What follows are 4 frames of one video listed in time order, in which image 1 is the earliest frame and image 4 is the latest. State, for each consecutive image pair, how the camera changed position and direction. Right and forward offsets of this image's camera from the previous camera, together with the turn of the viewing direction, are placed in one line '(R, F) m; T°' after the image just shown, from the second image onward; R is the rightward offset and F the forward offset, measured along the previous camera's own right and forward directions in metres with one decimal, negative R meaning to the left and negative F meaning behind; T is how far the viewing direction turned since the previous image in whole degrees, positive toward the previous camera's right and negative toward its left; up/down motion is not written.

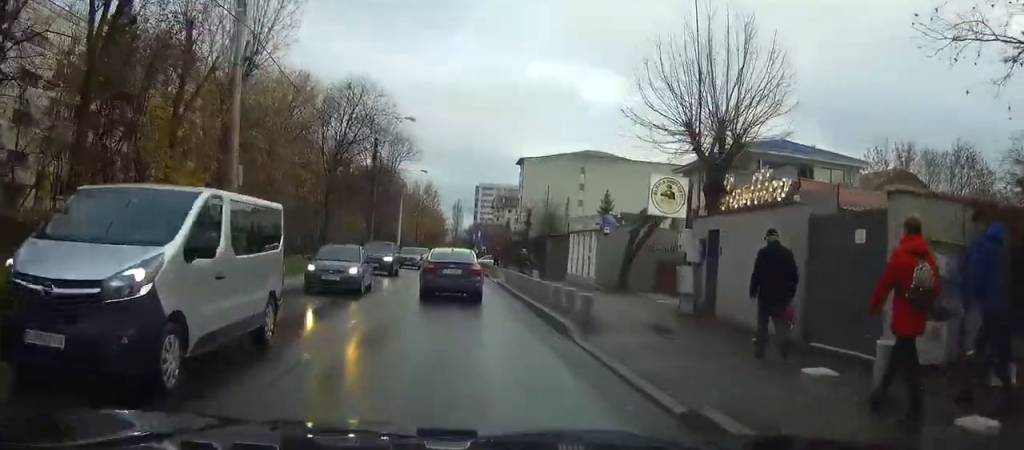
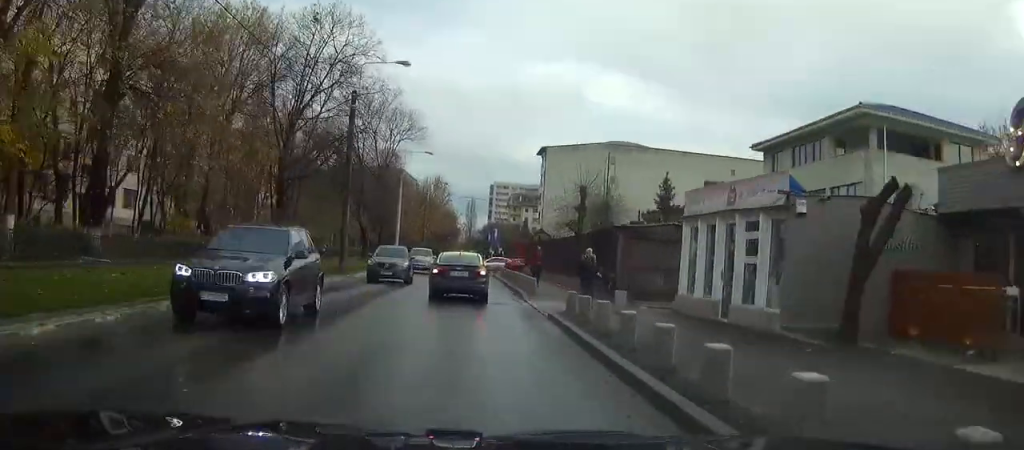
(0.0, +15.0) m; -1°
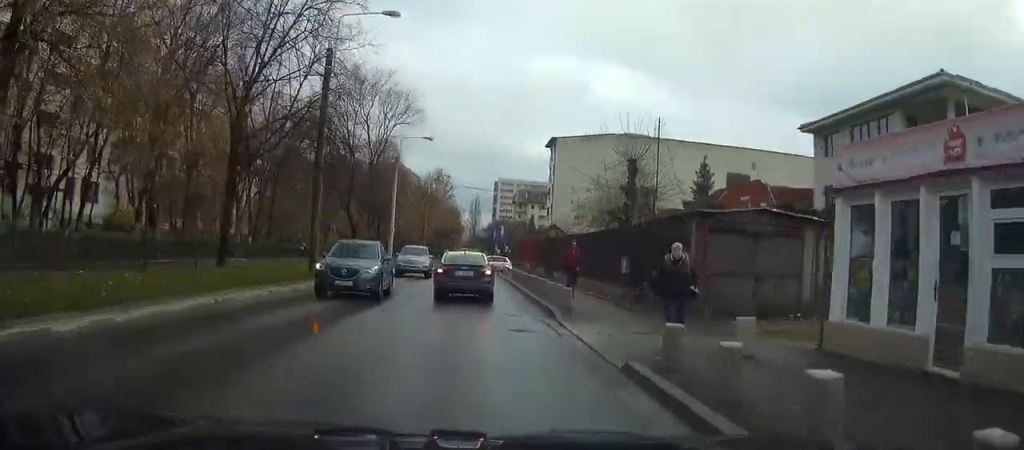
(0.0, +7.9) m; 0°
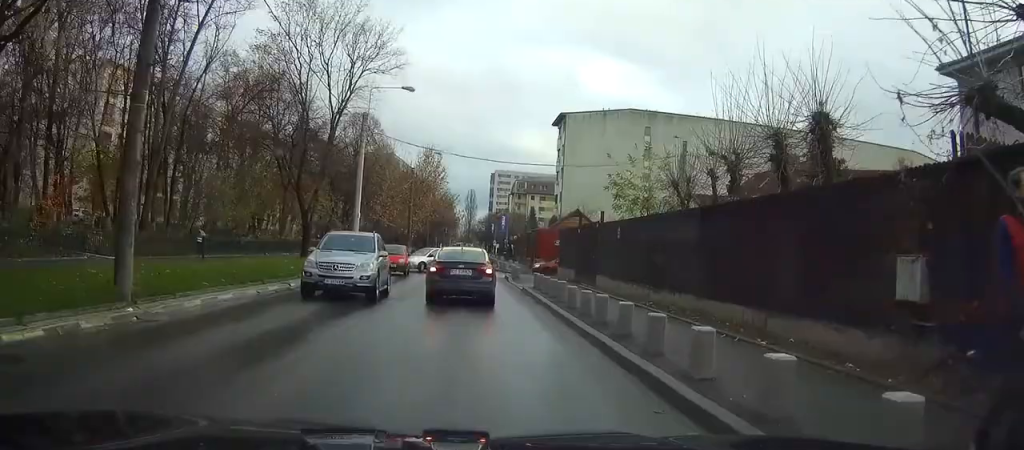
(+0.3, +15.8) m; +1°
